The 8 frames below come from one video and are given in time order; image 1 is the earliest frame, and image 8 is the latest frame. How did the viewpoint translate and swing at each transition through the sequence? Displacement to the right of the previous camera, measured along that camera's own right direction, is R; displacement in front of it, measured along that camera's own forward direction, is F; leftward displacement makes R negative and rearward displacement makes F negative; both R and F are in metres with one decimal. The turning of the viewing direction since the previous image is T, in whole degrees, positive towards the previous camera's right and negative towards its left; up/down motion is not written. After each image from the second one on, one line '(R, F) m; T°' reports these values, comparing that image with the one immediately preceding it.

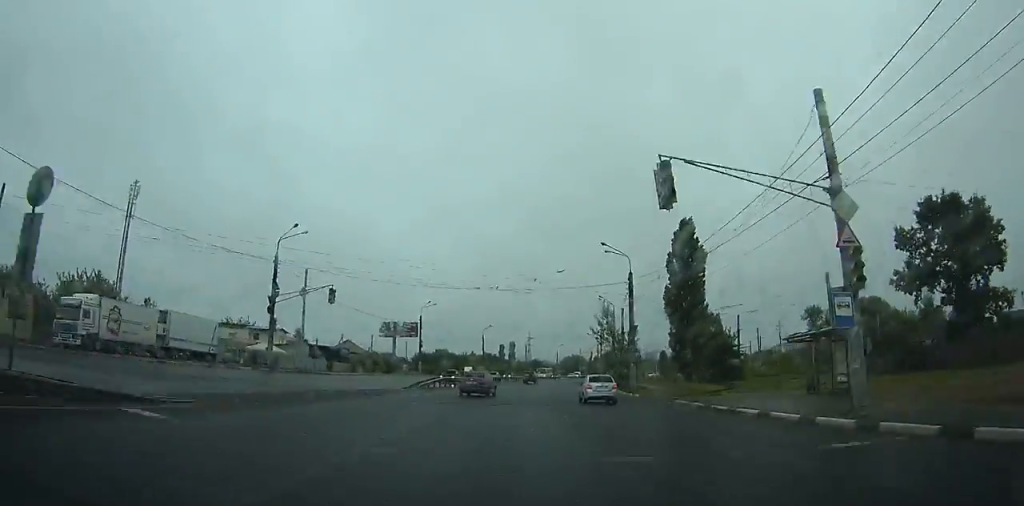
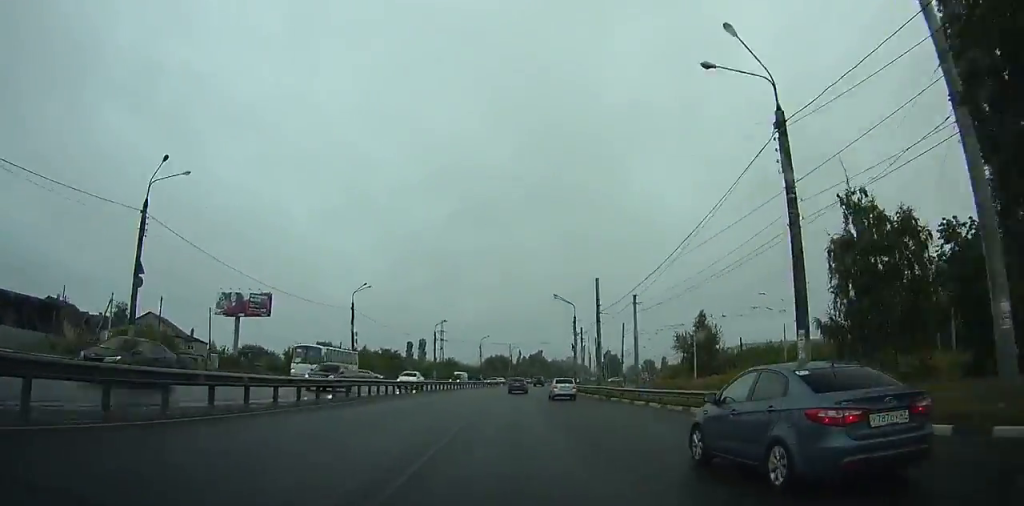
(+13.8, +56.4) m; +7°
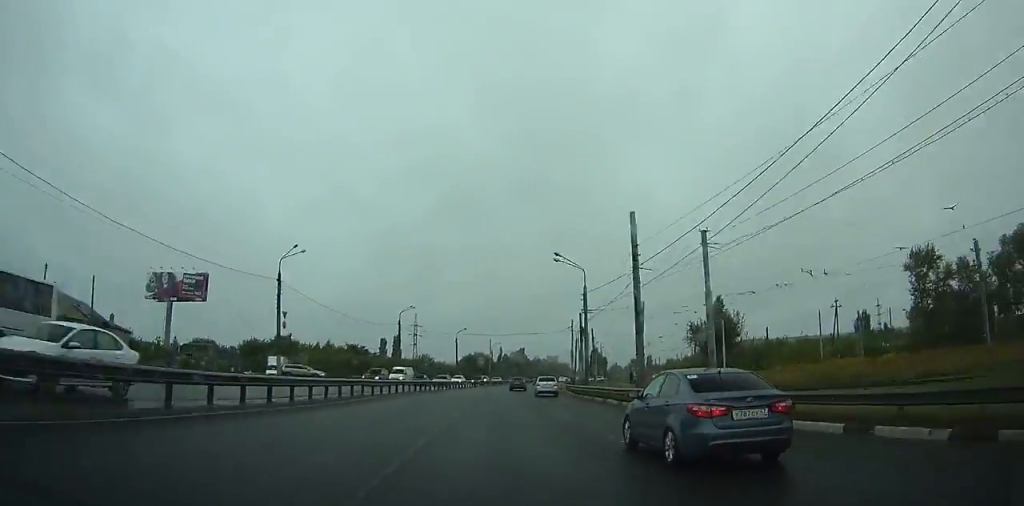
(-0.3, +19.1) m; 0°
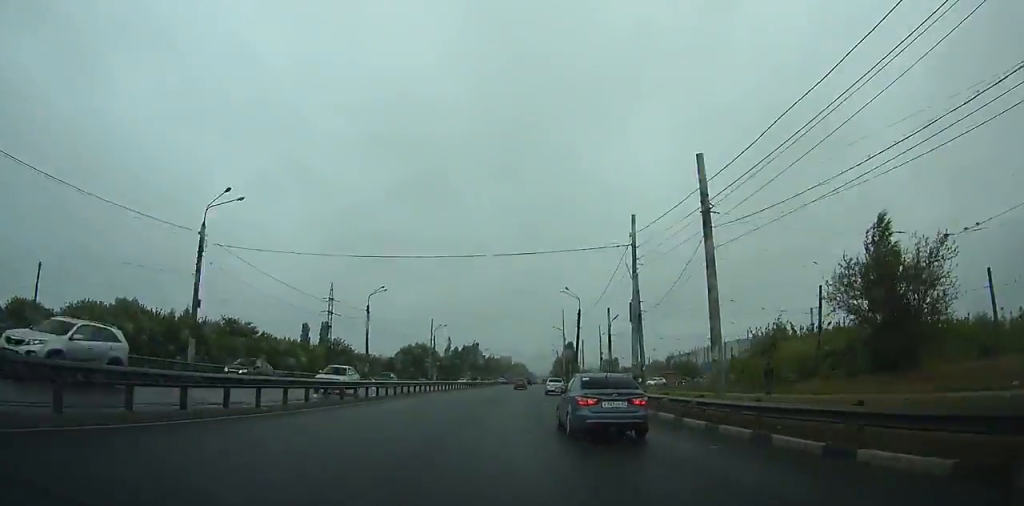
(+2.7, +52.2) m; +6°
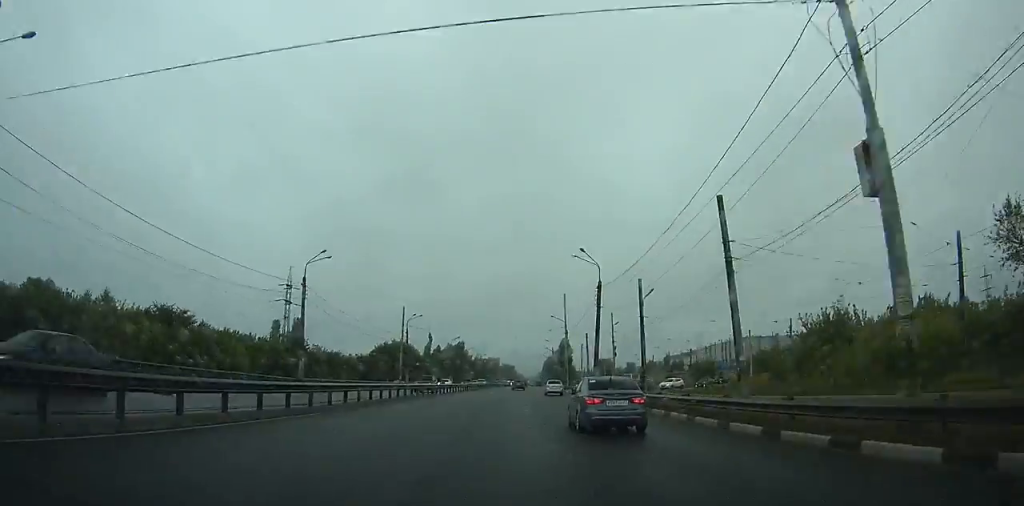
(+0.5, +20.2) m; +2°
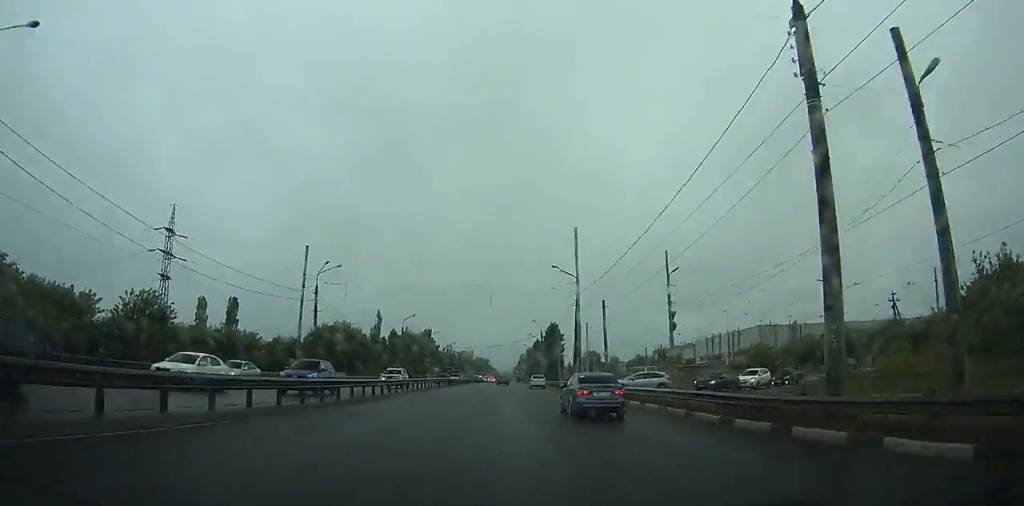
(+1.0, +36.2) m; +3°
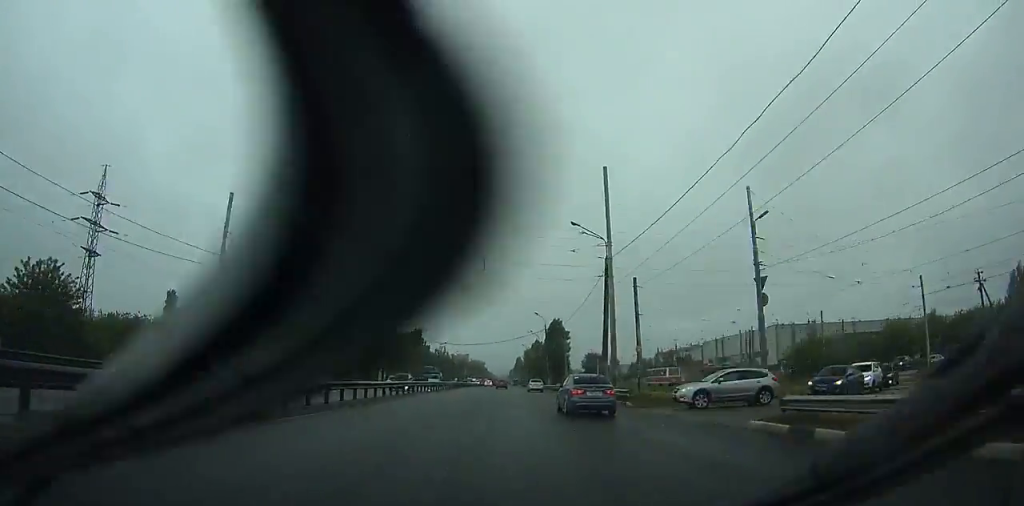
(+0.1, +16.0) m; +1°
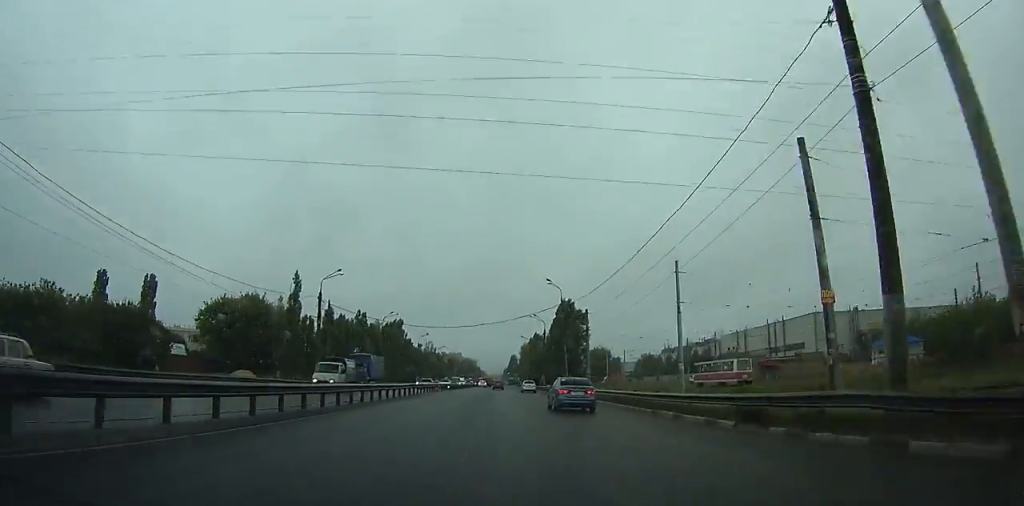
(+0.5, +28.9) m; +1°
